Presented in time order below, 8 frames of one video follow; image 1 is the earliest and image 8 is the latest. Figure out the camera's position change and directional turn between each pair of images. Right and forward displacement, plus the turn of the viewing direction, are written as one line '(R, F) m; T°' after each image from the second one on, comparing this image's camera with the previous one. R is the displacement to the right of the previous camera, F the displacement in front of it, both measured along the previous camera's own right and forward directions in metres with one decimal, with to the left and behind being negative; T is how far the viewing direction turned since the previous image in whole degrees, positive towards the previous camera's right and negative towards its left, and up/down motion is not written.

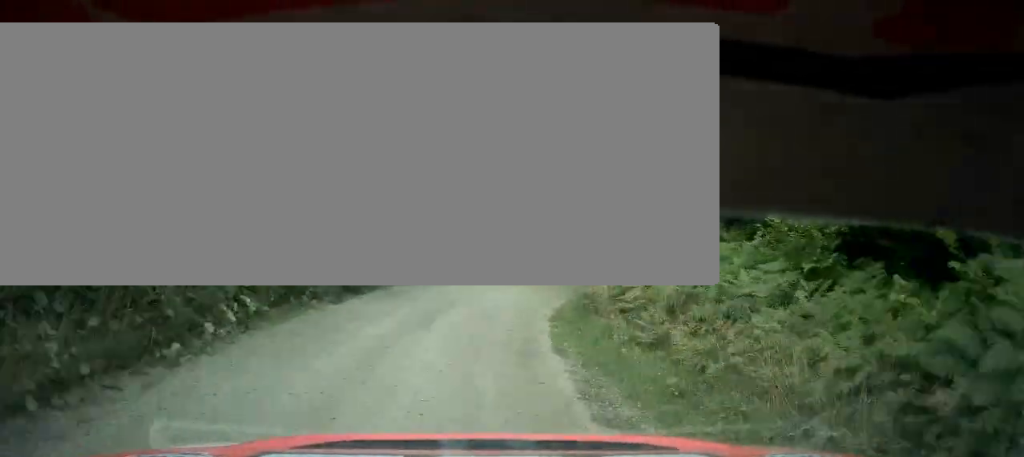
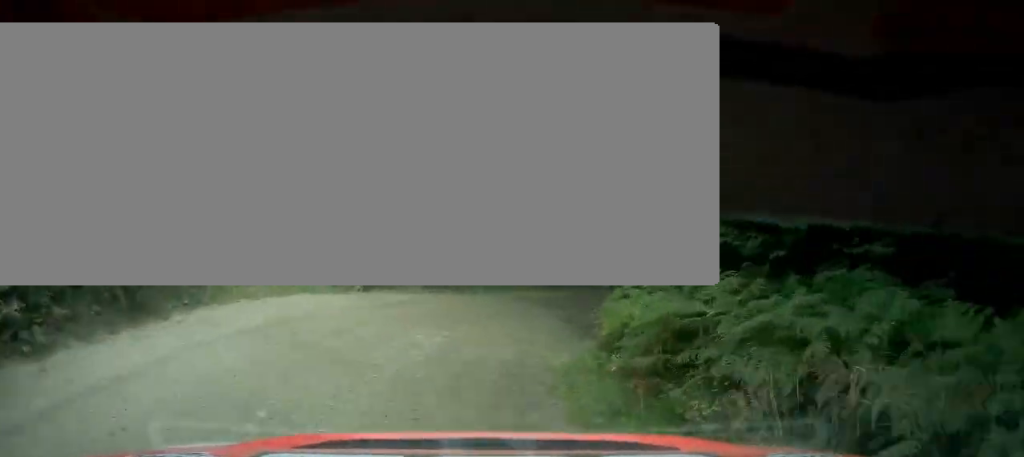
(+1.7, +19.4) m; +2°
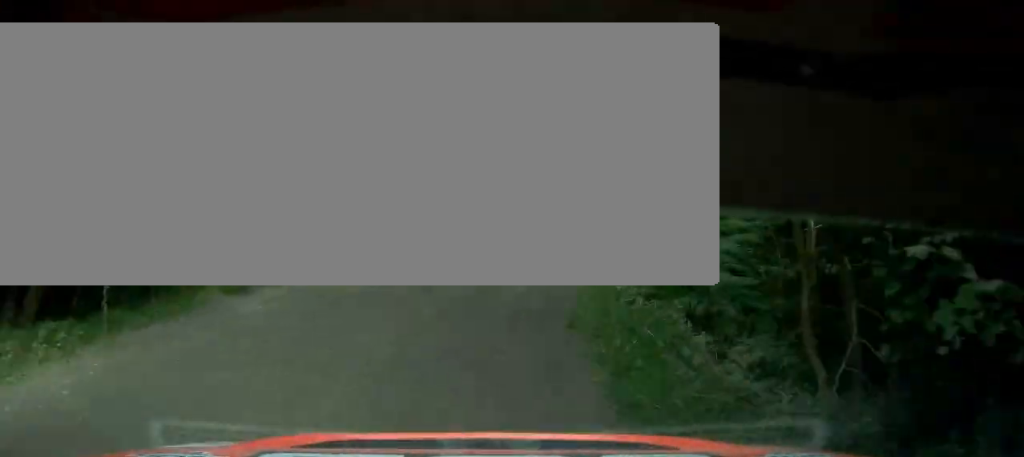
(-1.1, +19.5) m; -5°
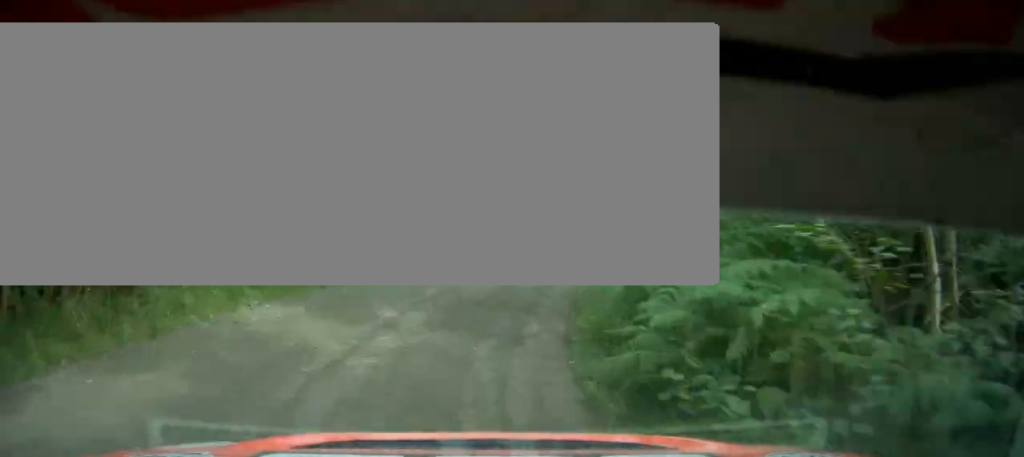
(-0.8, +7.9) m; +16°
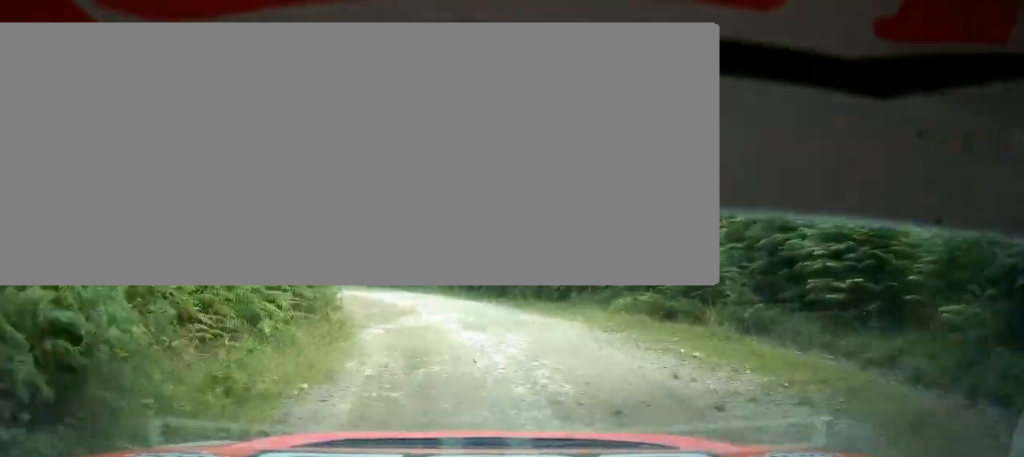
(+11.8, +14.3) m; +67°
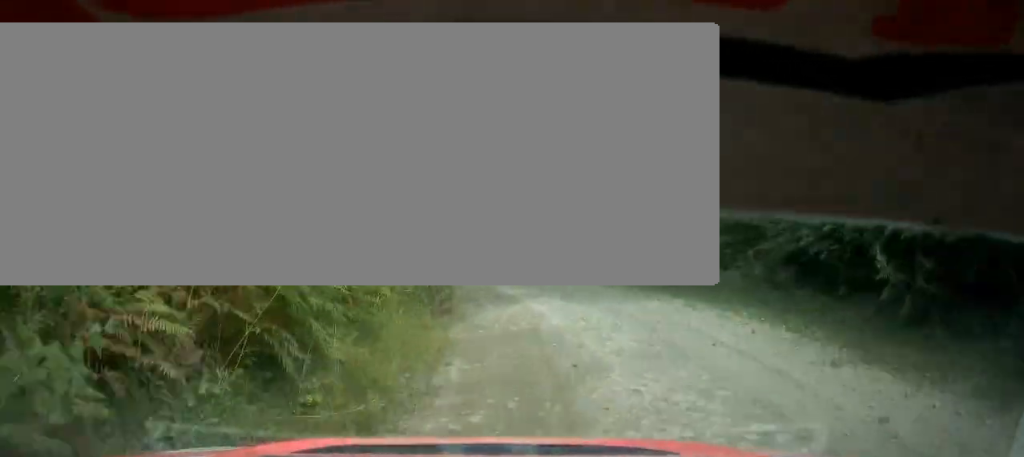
(+0.2, +10.9) m; +1°
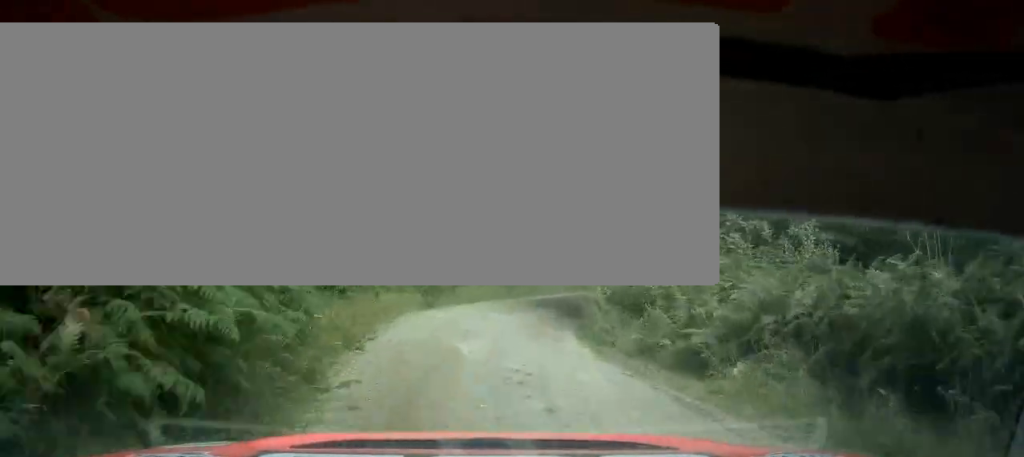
(0.0, +24.2) m; 0°
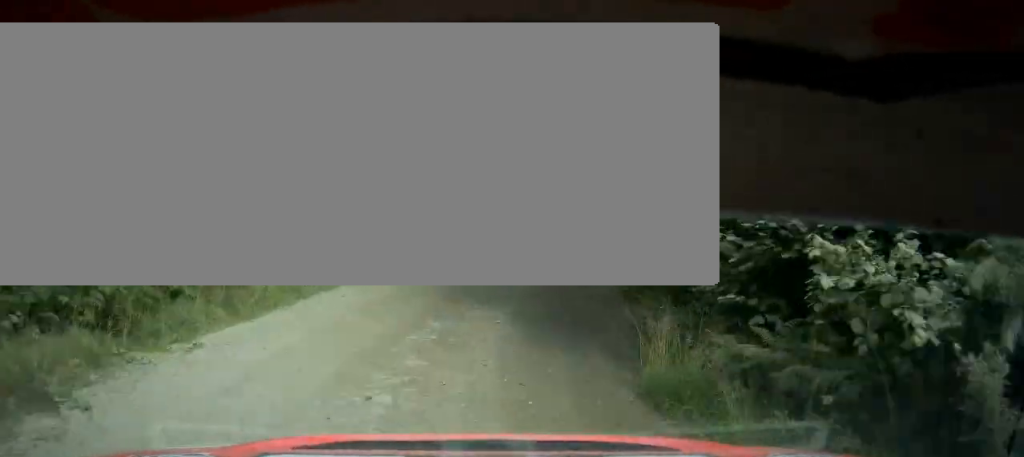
(0.0, +10.0) m; 0°
